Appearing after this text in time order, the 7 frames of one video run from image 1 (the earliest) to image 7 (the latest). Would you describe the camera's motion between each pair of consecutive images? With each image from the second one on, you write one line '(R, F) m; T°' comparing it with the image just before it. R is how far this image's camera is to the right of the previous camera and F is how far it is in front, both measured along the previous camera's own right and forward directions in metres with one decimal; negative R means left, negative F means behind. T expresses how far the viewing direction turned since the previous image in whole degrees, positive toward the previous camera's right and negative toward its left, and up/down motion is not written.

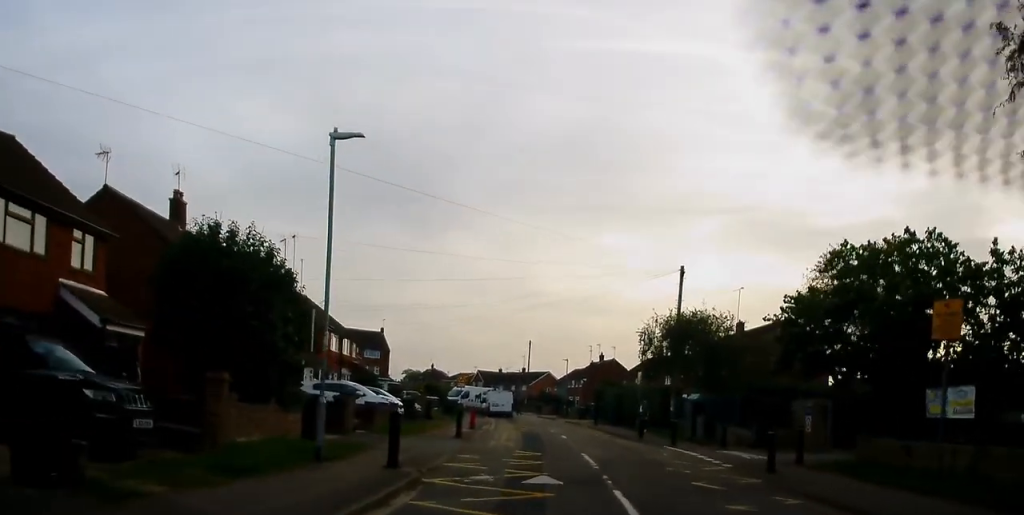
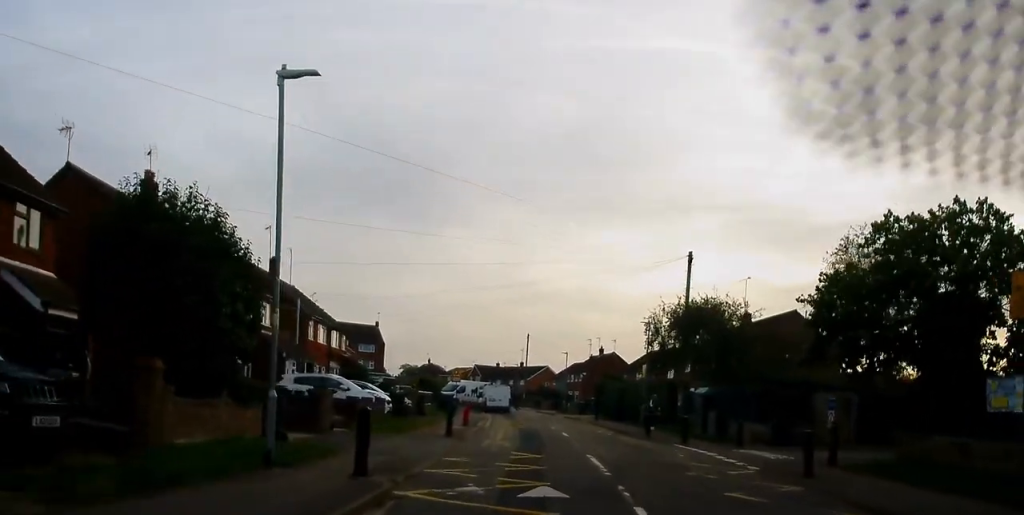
(-0.2, +2.3) m; +1°
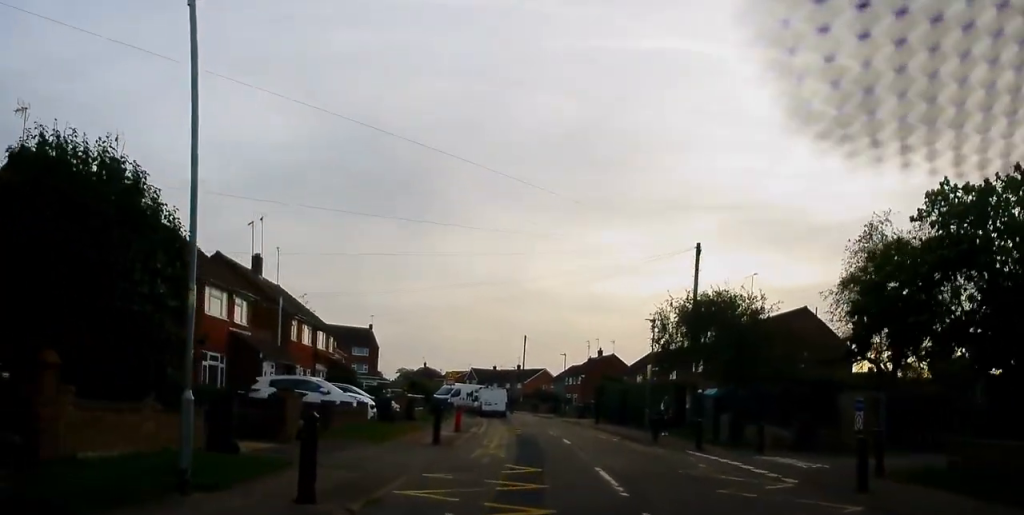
(+0.1, +2.5) m; +2°
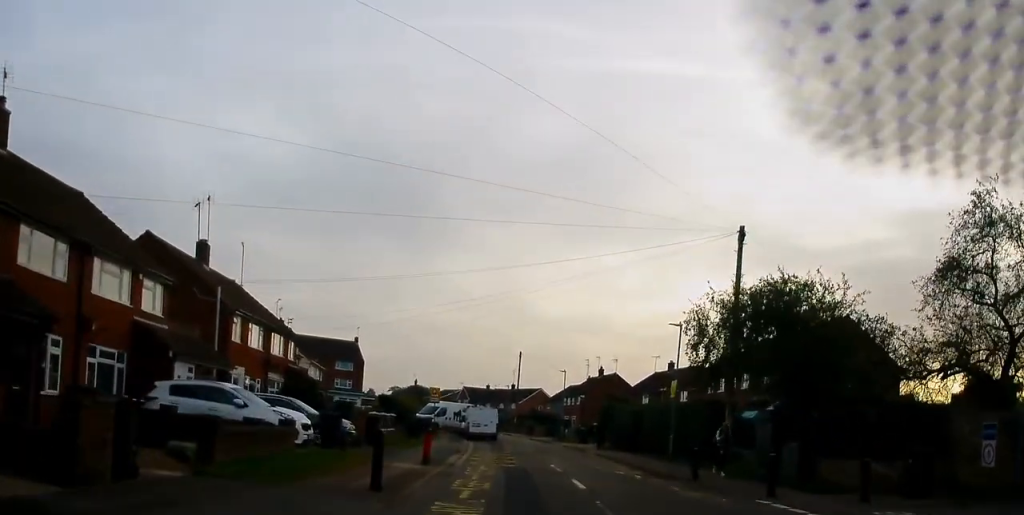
(+0.5, +7.6) m; +4°
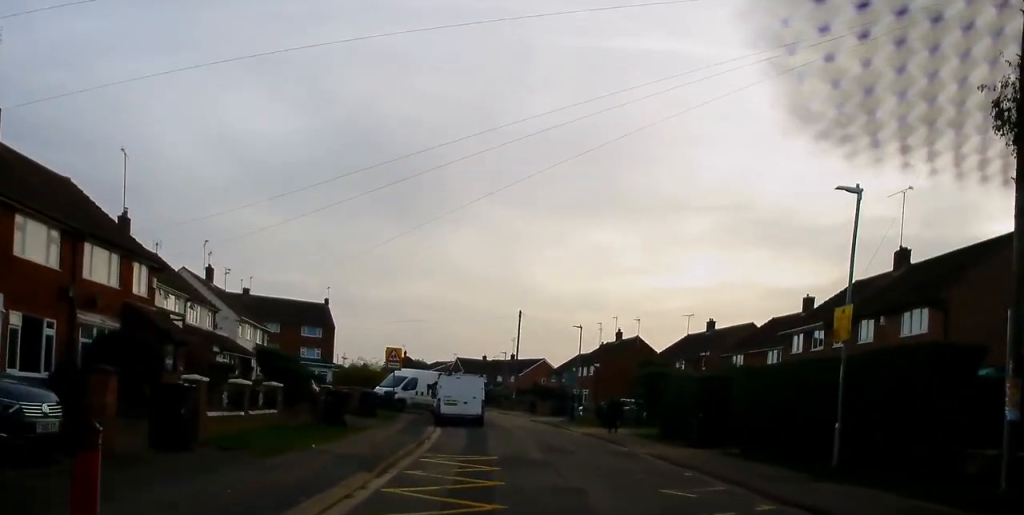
(-1.1, +16.7) m; -4°
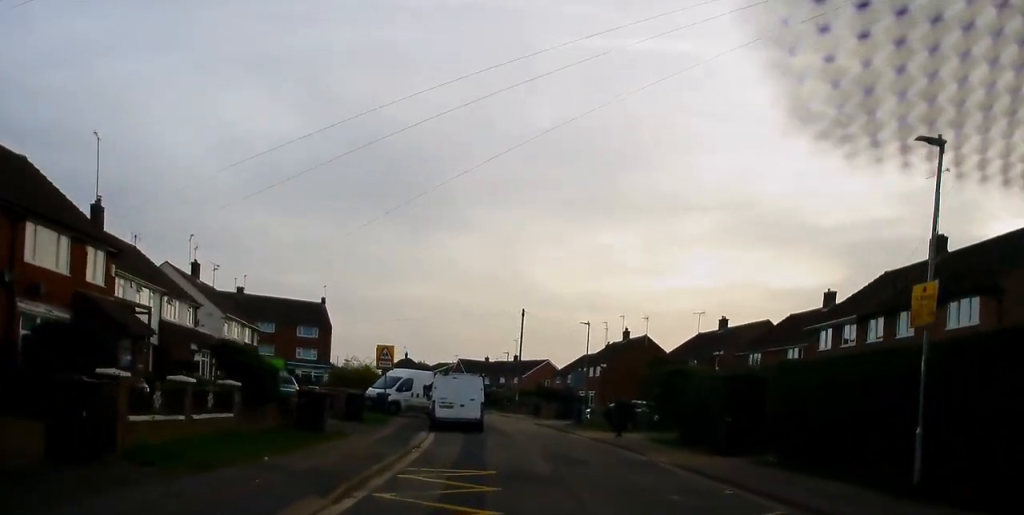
(+0.1, +3.1) m; +2°
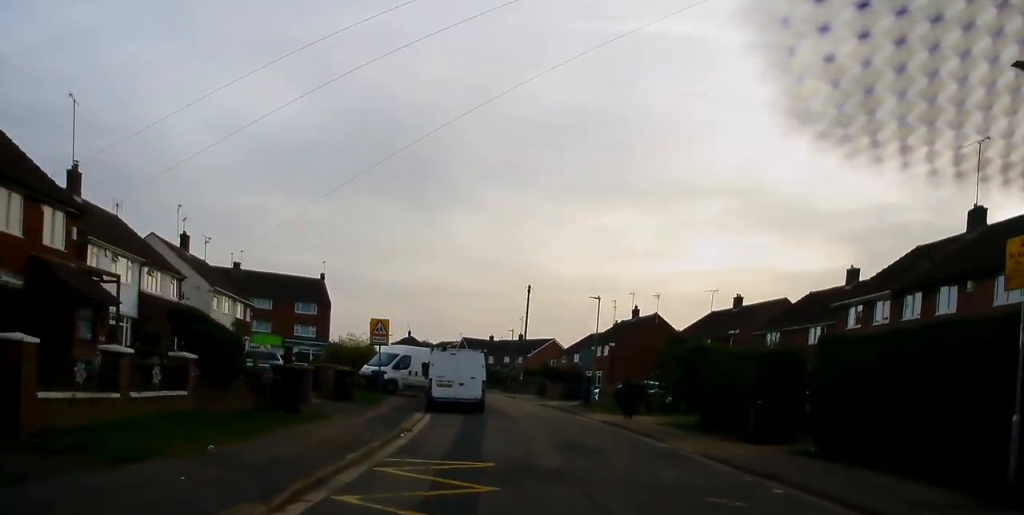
(0.0, +2.5) m; 0°
